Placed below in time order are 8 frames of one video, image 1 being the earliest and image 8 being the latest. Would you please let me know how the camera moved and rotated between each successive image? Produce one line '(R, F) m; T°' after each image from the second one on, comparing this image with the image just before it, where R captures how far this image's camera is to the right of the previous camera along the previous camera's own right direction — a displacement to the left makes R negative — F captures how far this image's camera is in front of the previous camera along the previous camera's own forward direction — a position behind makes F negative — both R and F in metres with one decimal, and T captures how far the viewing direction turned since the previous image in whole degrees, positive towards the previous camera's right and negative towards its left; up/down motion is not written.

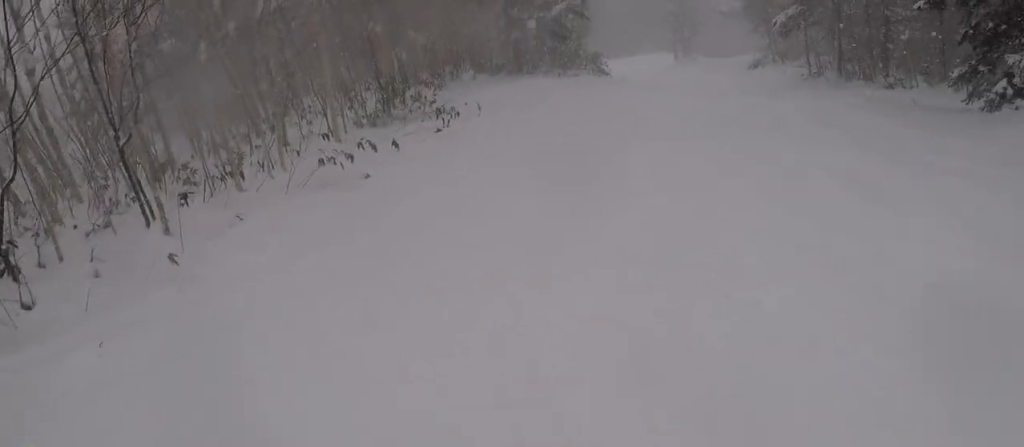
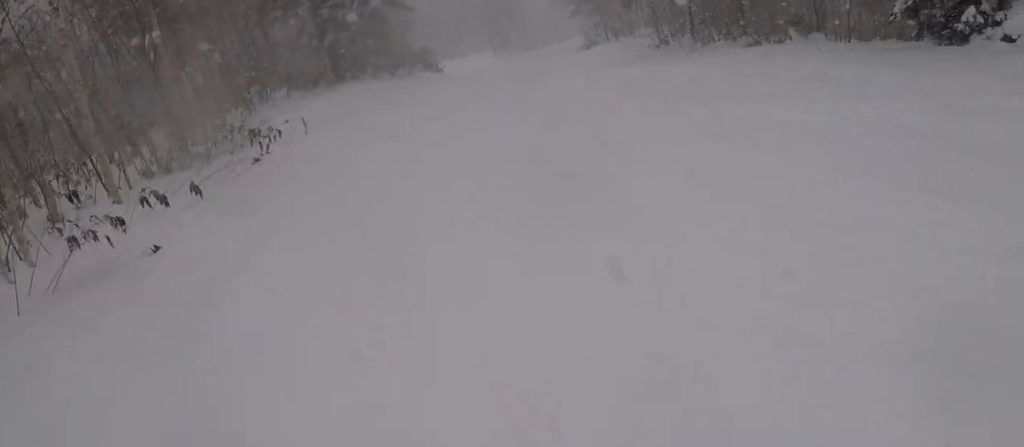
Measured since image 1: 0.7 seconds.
(+0.3, +3.9) m; +14°
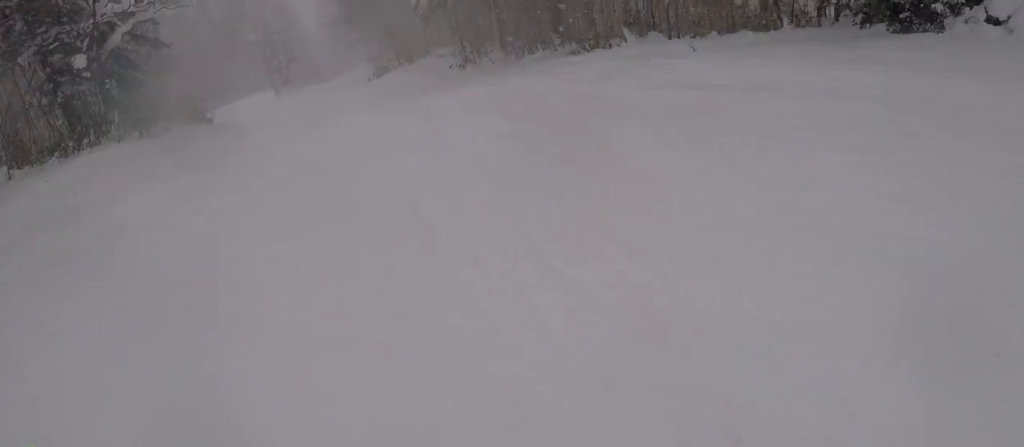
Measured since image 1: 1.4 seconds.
(+1.4, +5.1) m; +20°
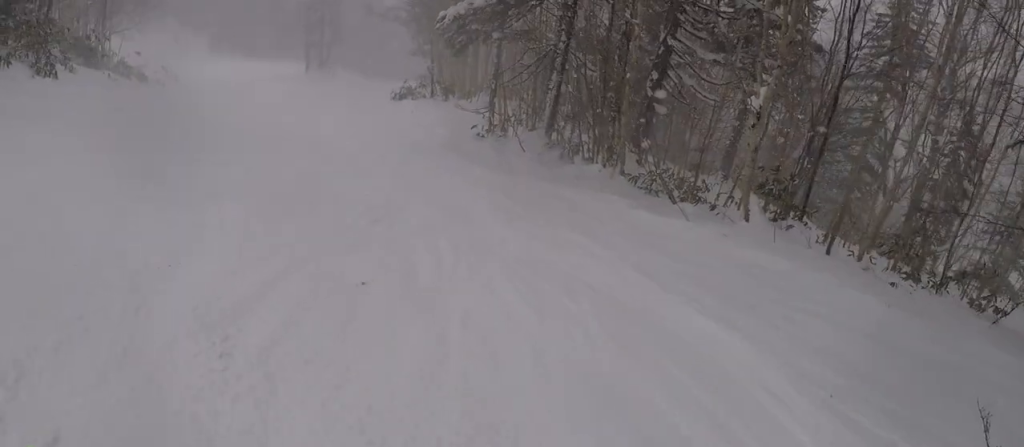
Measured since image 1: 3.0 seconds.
(+1.5, +11.0) m; -2°
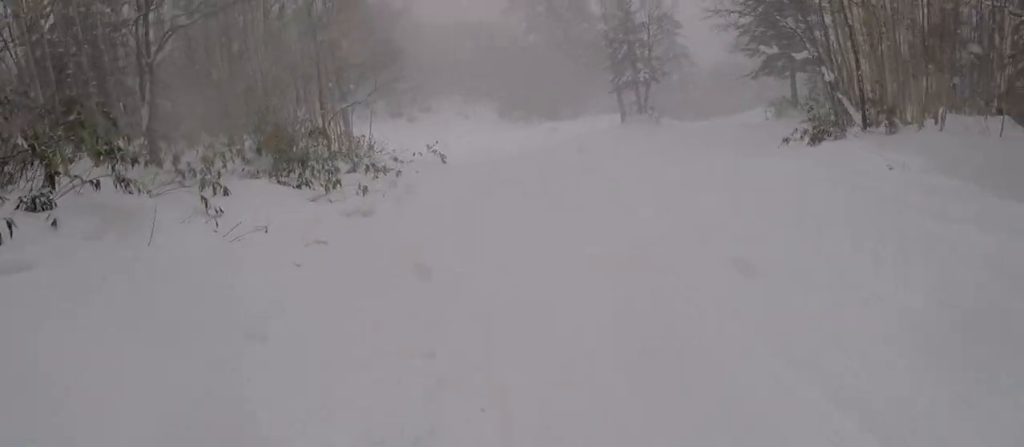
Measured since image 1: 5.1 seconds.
(-6.9, +12.7) m; -30°
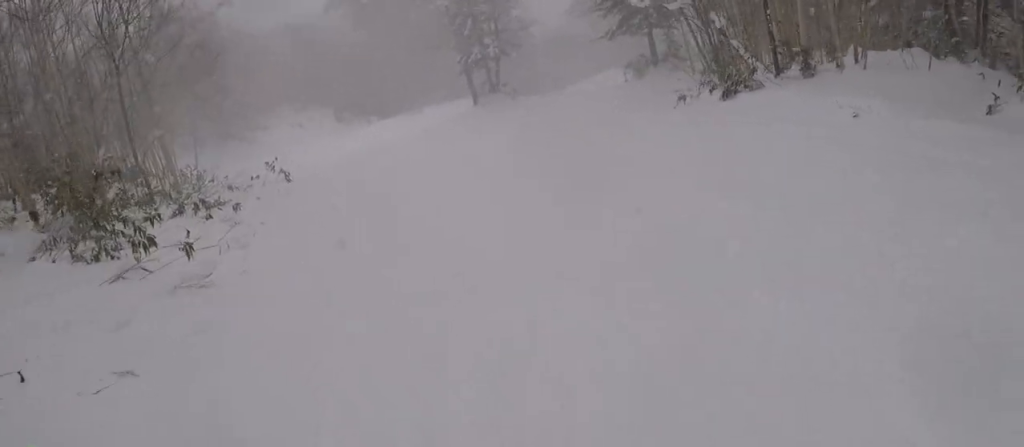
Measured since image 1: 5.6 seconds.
(+0.1, +3.4) m; +8°
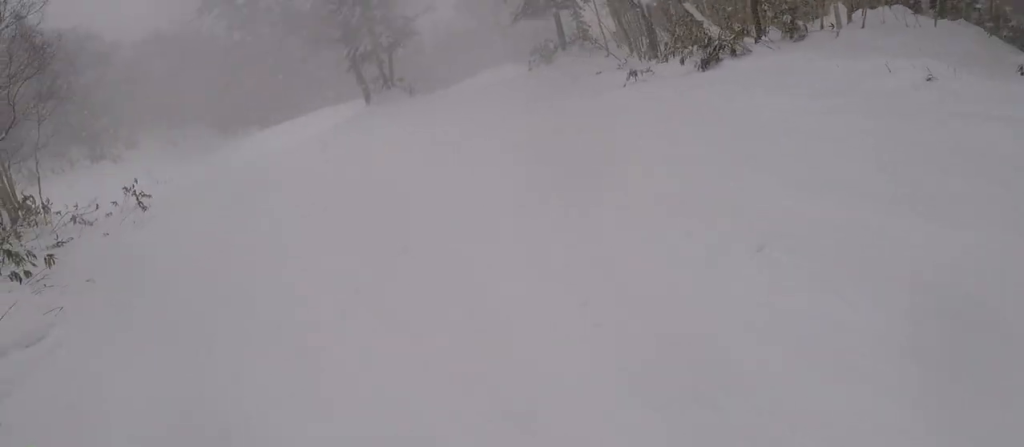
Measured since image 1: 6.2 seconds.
(+1.4, +4.3) m; +13°
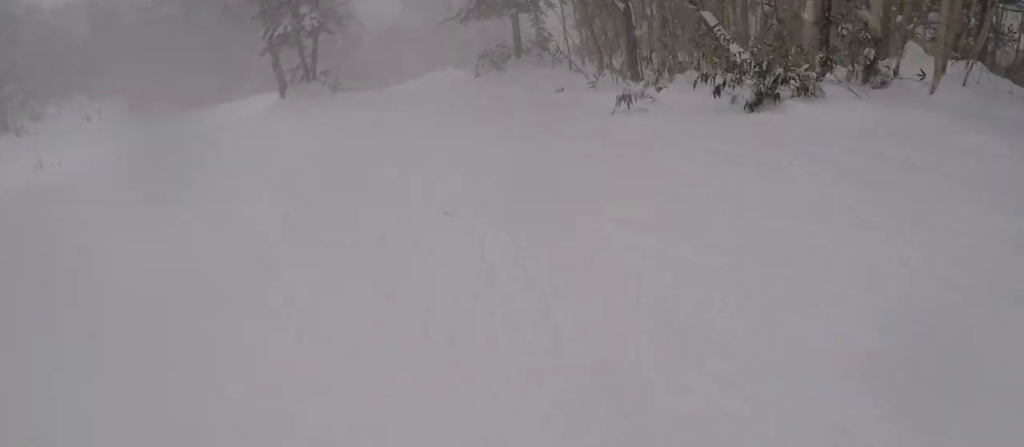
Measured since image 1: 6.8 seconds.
(+0.3, +4.8) m; +3°
